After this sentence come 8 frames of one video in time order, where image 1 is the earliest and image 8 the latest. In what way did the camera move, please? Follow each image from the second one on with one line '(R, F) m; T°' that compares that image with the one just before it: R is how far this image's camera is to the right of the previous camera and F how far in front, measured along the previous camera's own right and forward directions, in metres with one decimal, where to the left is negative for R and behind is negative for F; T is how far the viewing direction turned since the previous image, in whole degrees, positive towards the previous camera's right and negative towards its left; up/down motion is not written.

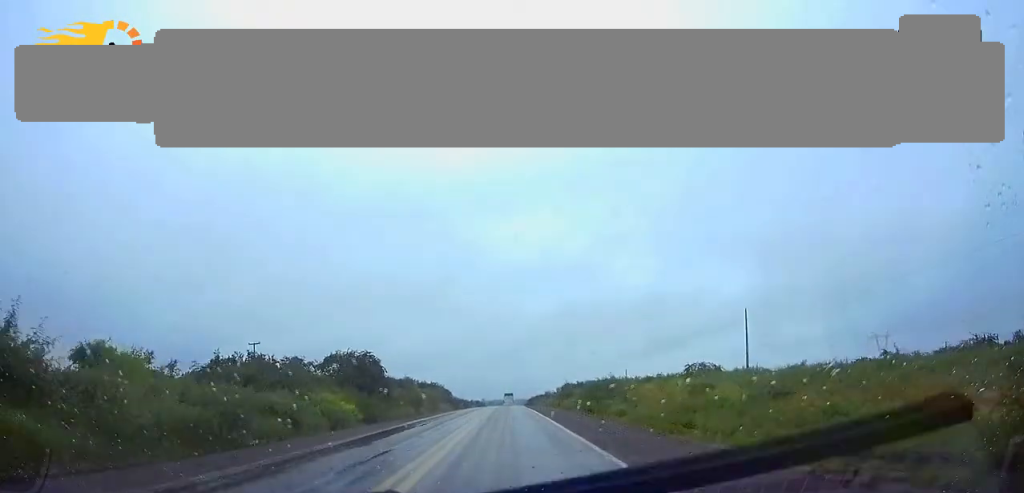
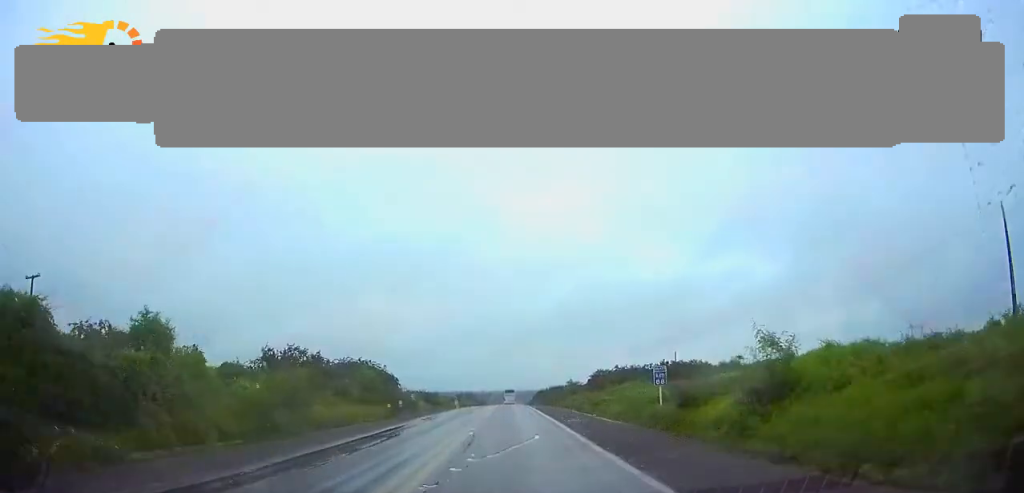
(+0.1, +55.3) m; 0°
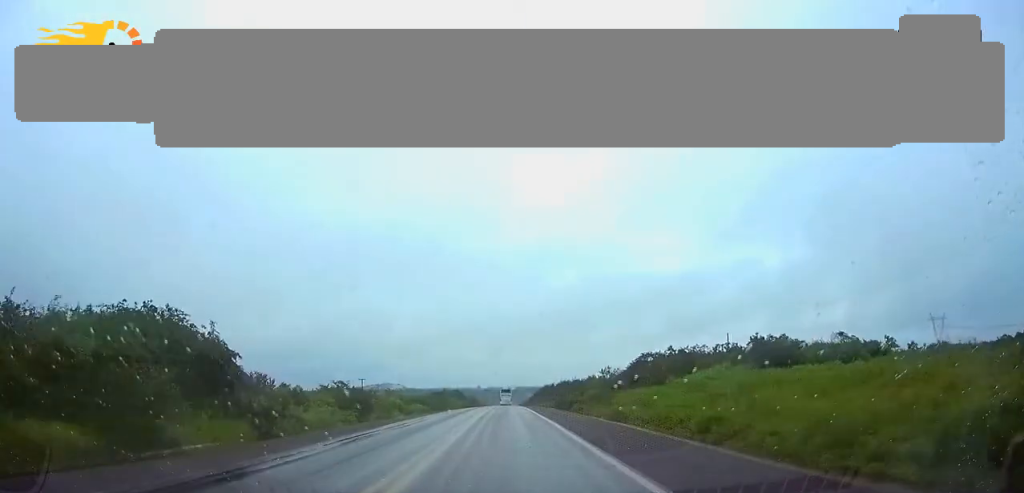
(+0.1, +34.9) m; 0°
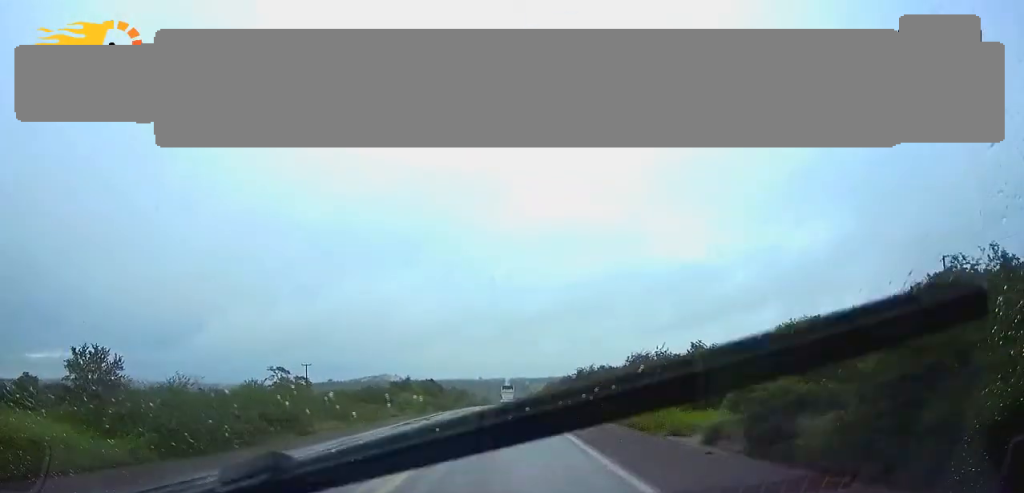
(0.0, +54.4) m; 0°
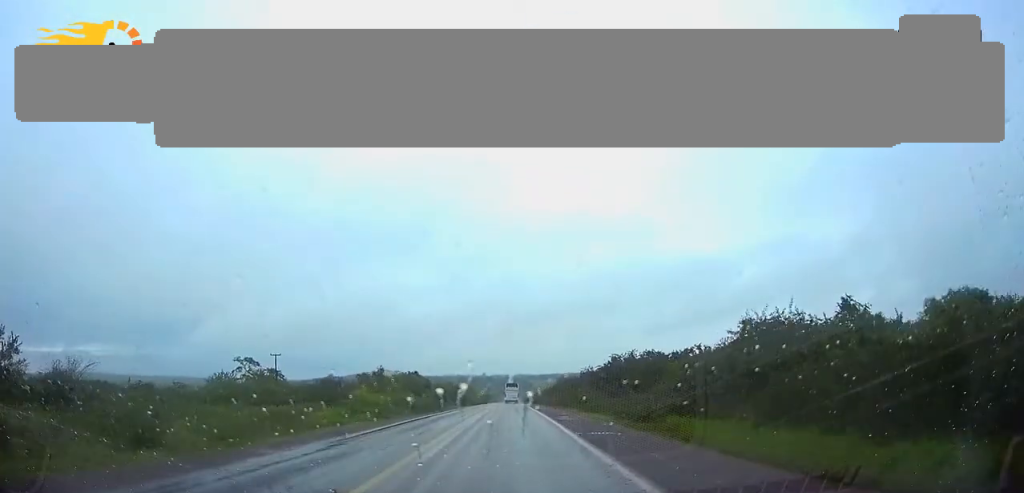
(-0.1, +20.4) m; 0°
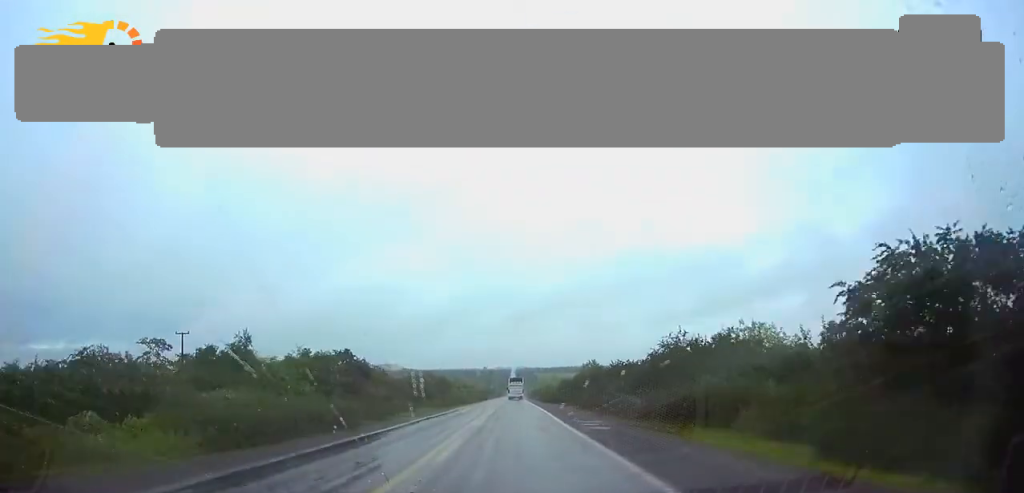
(0.0, +35.8) m; 0°
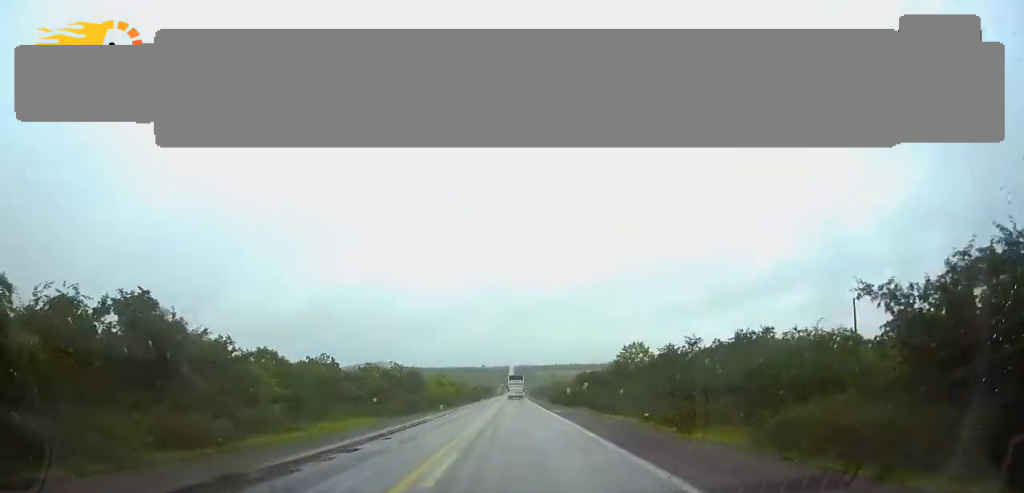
(-0.1, +27.5) m; 0°
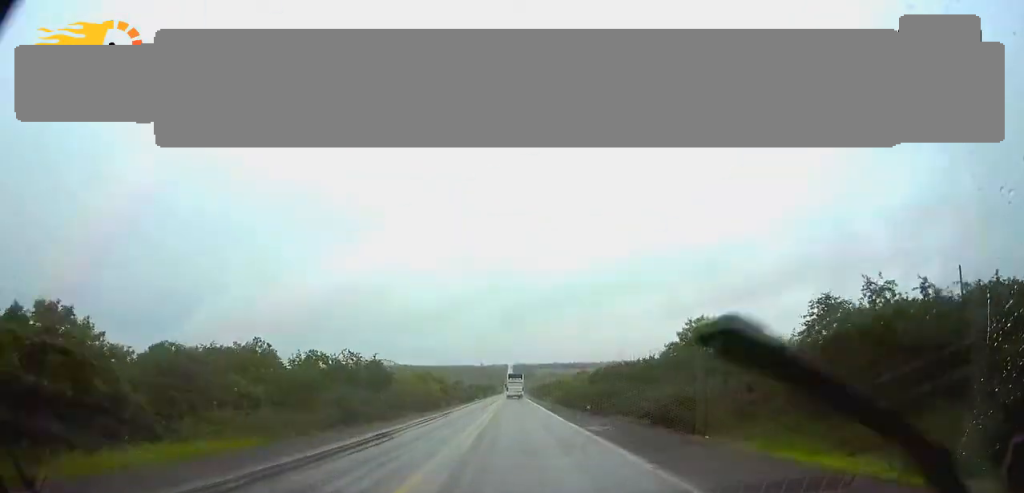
(0.0, +18.8) m; 0°
